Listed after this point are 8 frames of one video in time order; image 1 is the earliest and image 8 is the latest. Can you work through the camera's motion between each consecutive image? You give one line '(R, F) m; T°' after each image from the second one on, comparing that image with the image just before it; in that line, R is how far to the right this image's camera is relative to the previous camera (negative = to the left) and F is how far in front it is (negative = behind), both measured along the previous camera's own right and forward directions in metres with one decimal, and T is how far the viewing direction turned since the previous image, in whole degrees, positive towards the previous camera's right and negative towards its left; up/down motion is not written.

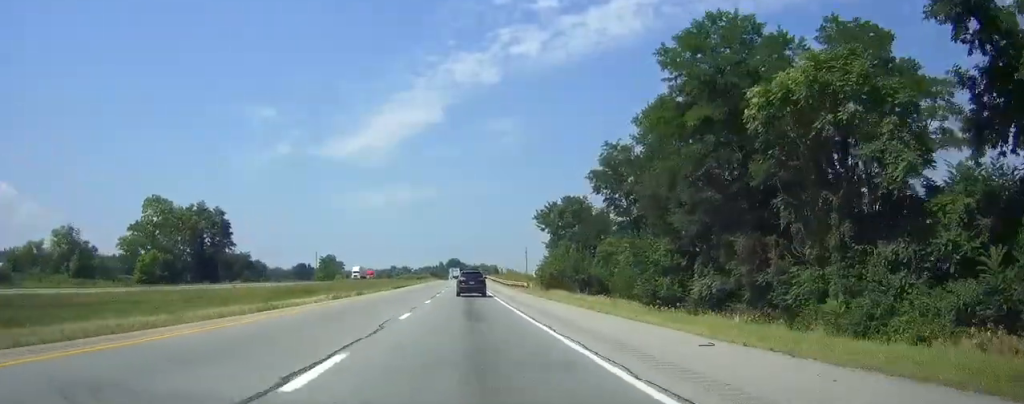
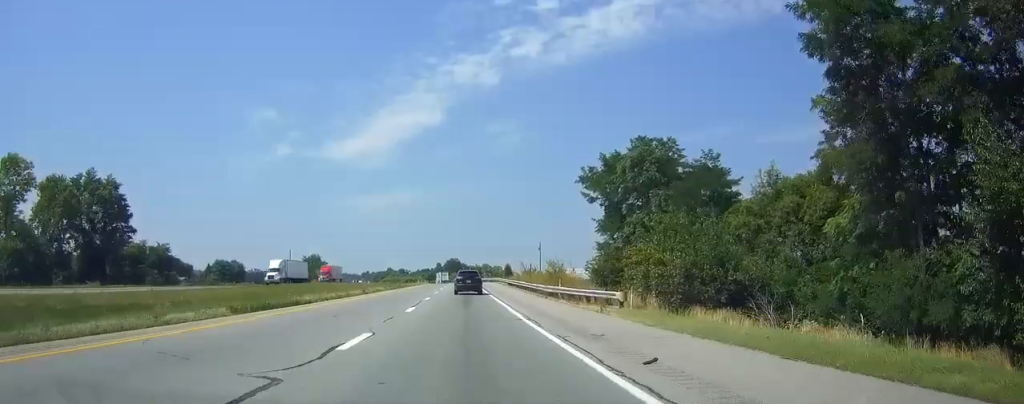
(0.0, +44.6) m; 0°
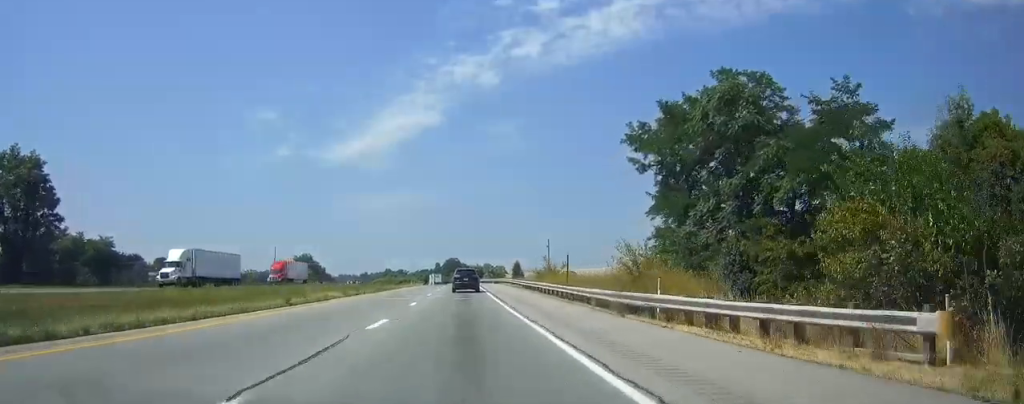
(-0.1, +20.3) m; 0°
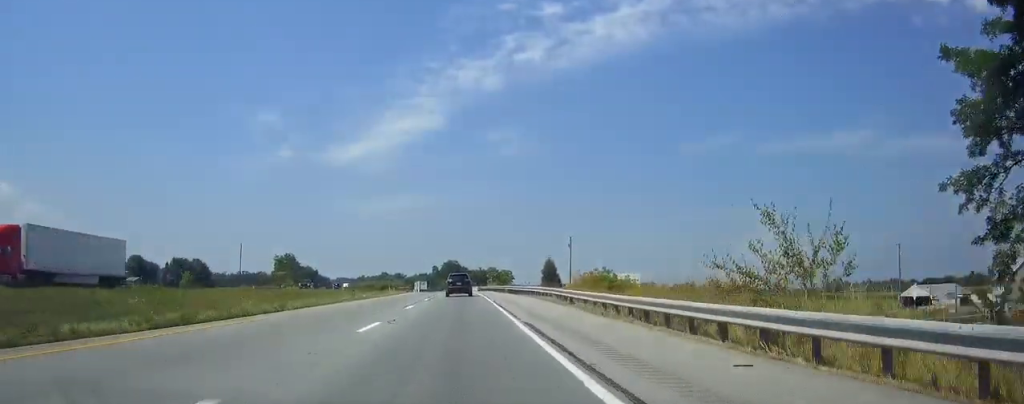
(-0.1, +36.5) m; 0°
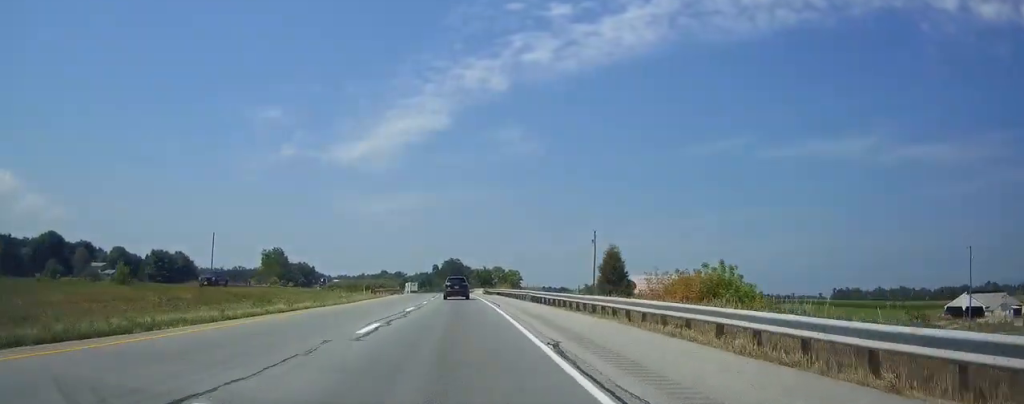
(+0.1, +24.3) m; 0°
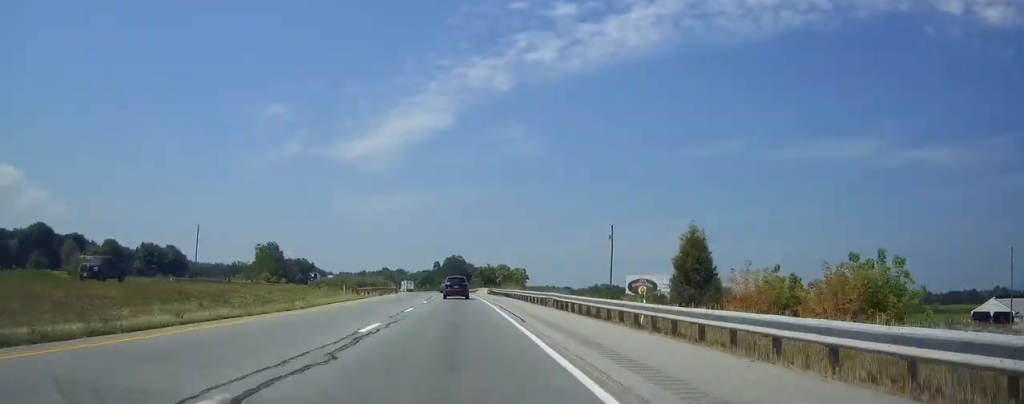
(+0.1, +12.1) m; 0°
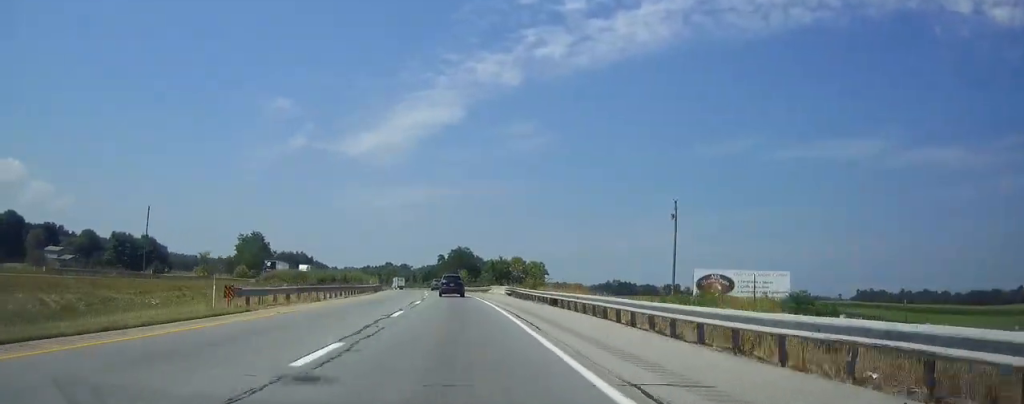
(-0.2, +30.3) m; -1°
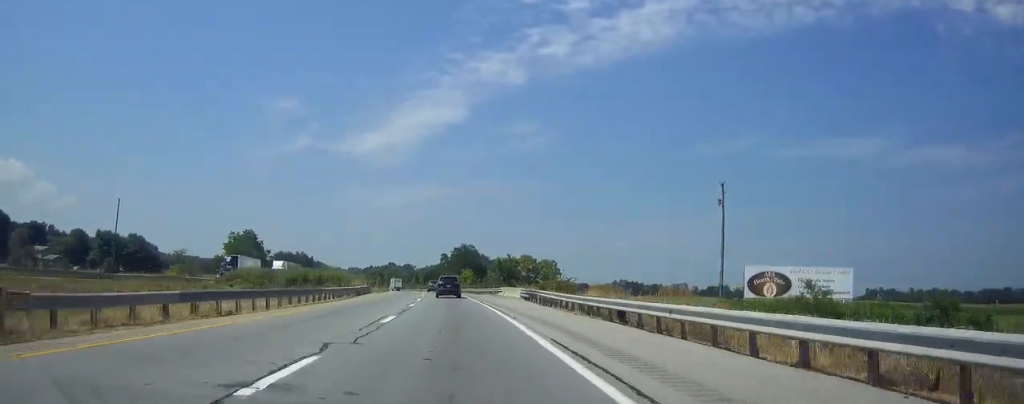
(0.0, +14.1) m; 0°
